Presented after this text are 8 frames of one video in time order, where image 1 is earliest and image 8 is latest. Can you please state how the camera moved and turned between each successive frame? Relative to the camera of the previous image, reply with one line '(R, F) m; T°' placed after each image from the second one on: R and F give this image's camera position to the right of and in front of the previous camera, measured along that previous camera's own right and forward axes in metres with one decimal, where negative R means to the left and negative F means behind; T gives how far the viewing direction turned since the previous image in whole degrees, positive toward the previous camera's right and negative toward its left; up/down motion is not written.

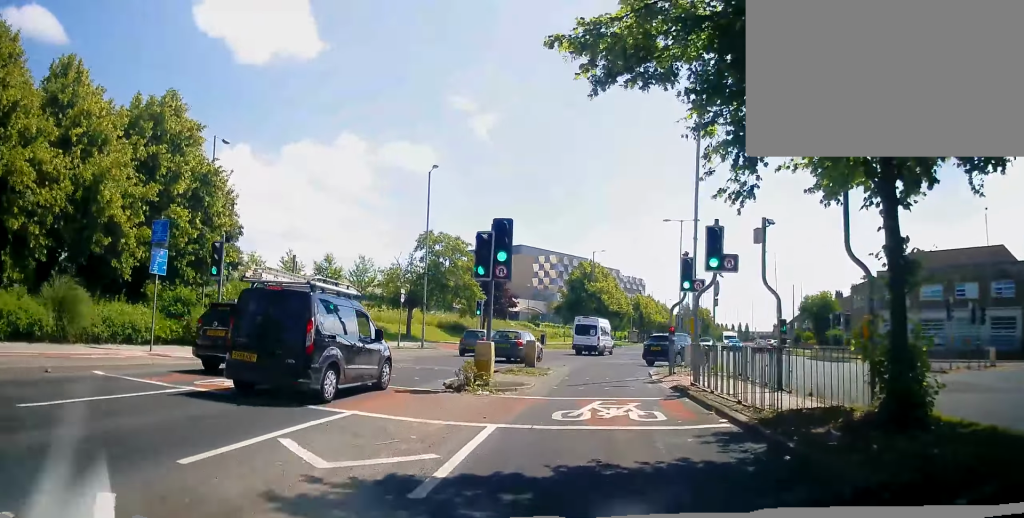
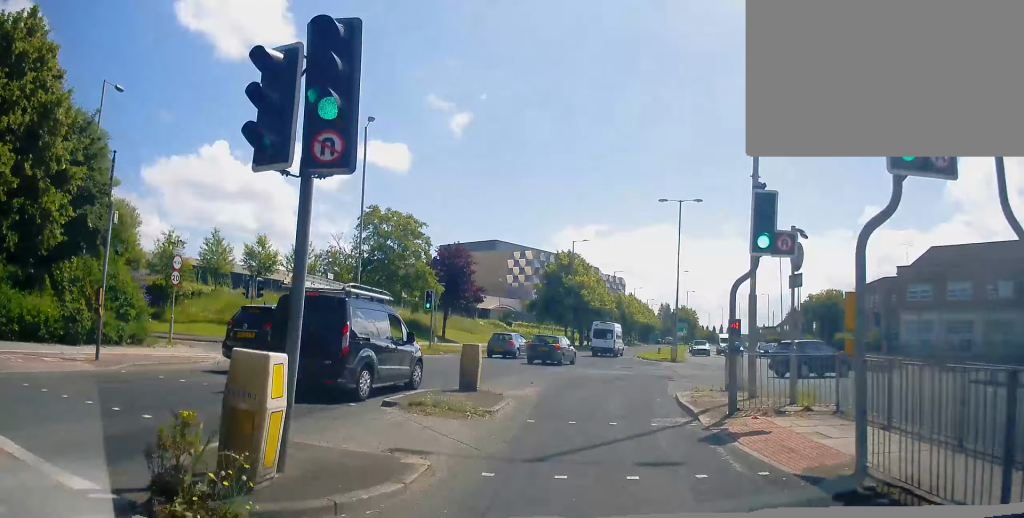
(+0.4, +9.2) m; +2°
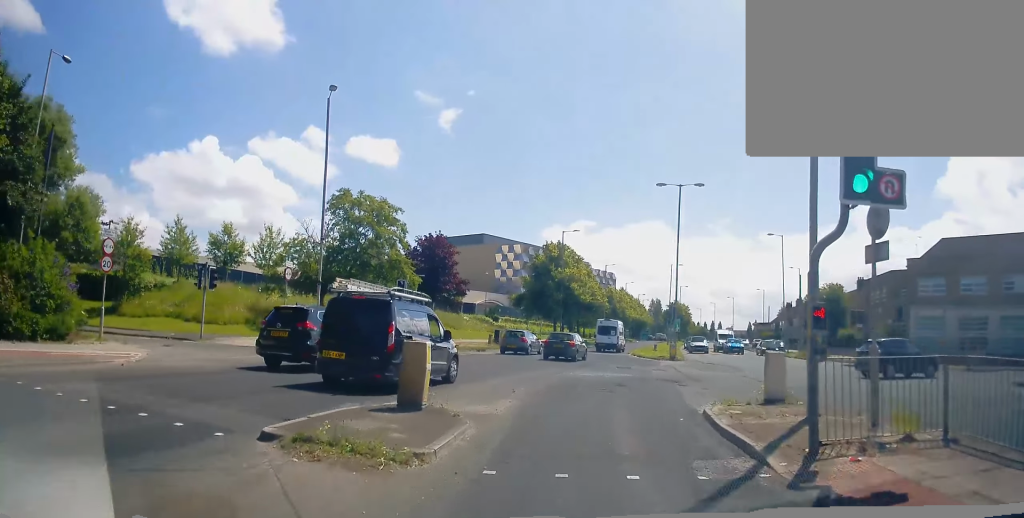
(-0.1, +3.8) m; 0°
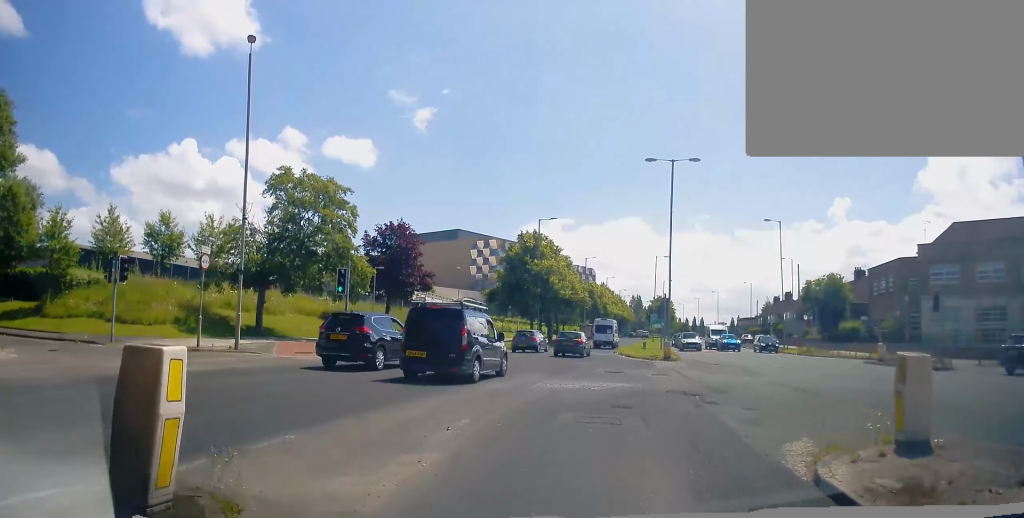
(+0.1, +5.4) m; +5°
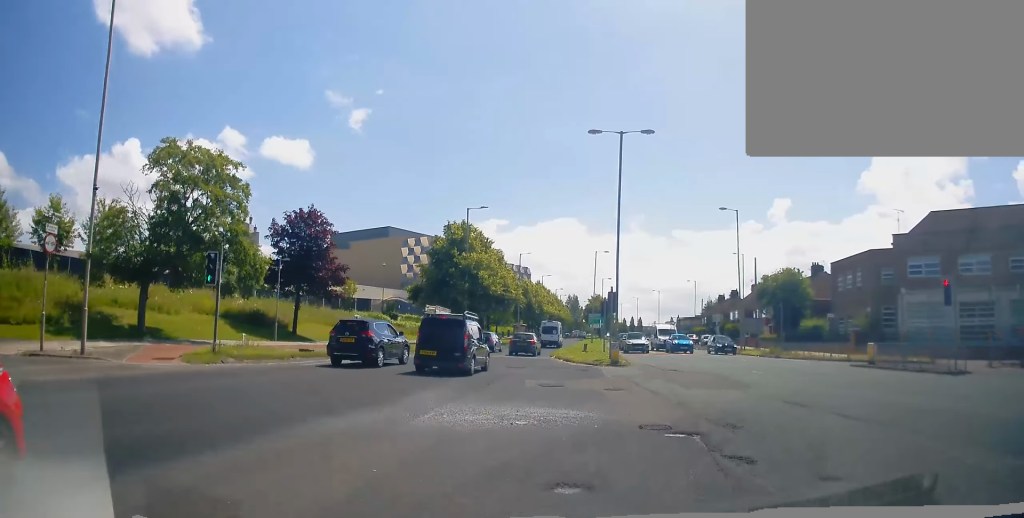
(+0.3, +5.6) m; +8°
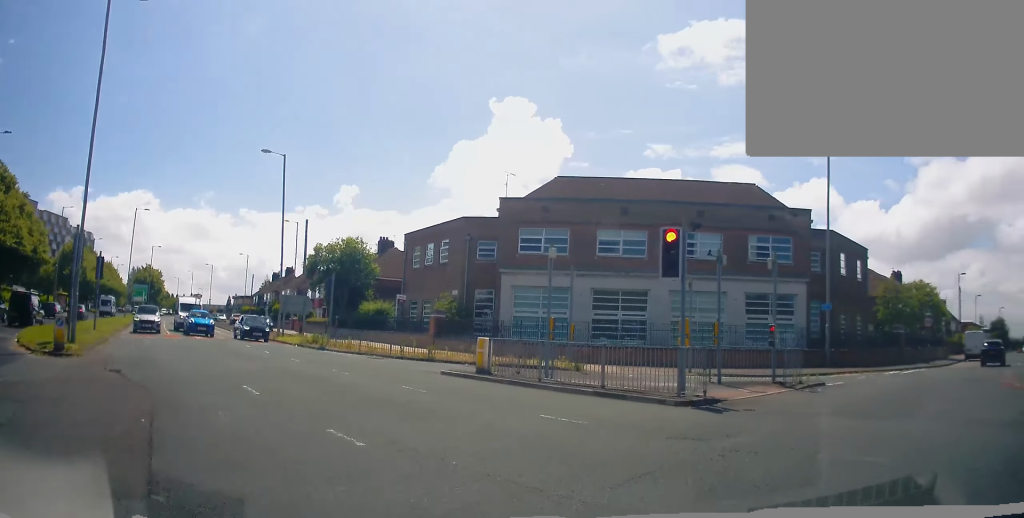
(+3.3, +11.4) m; +40°
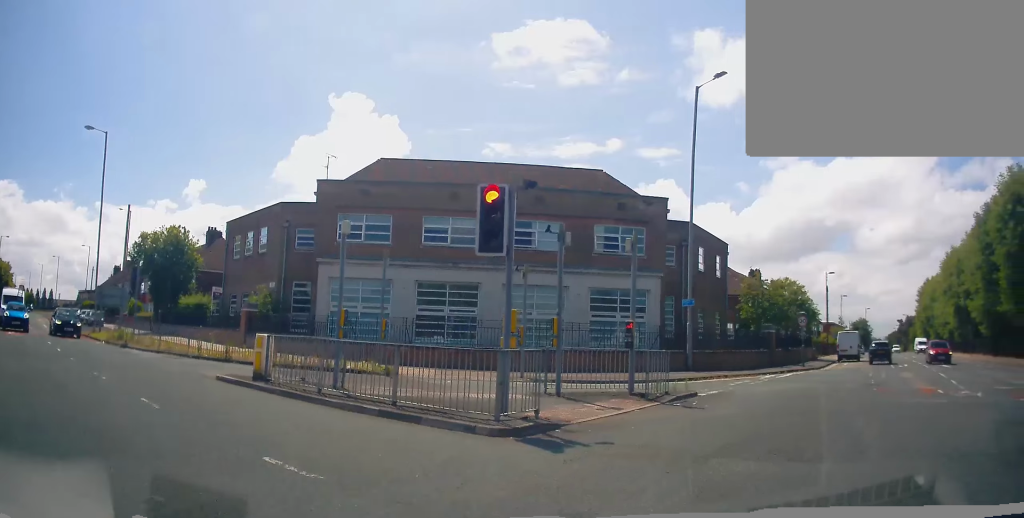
(+0.5, +3.4) m; +14°
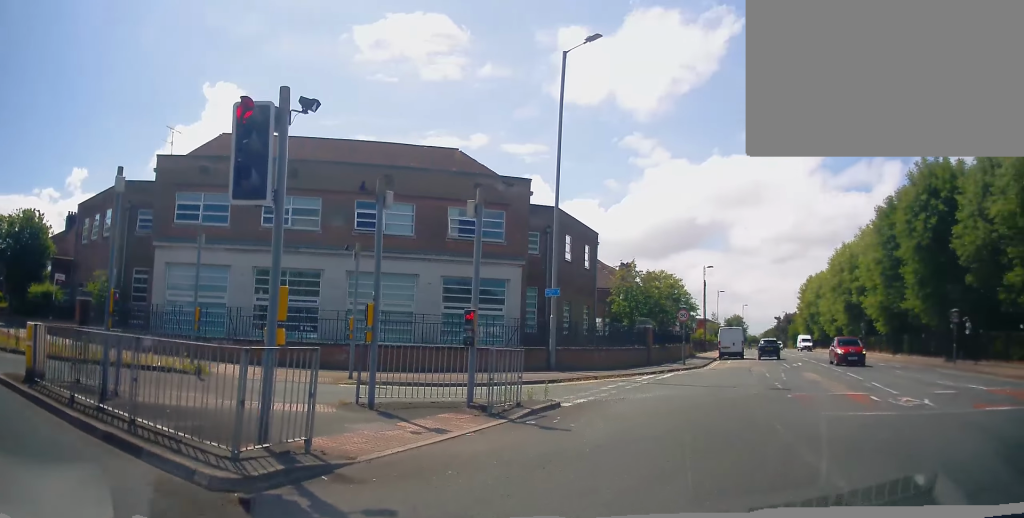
(0.0, +3.1) m; +11°
